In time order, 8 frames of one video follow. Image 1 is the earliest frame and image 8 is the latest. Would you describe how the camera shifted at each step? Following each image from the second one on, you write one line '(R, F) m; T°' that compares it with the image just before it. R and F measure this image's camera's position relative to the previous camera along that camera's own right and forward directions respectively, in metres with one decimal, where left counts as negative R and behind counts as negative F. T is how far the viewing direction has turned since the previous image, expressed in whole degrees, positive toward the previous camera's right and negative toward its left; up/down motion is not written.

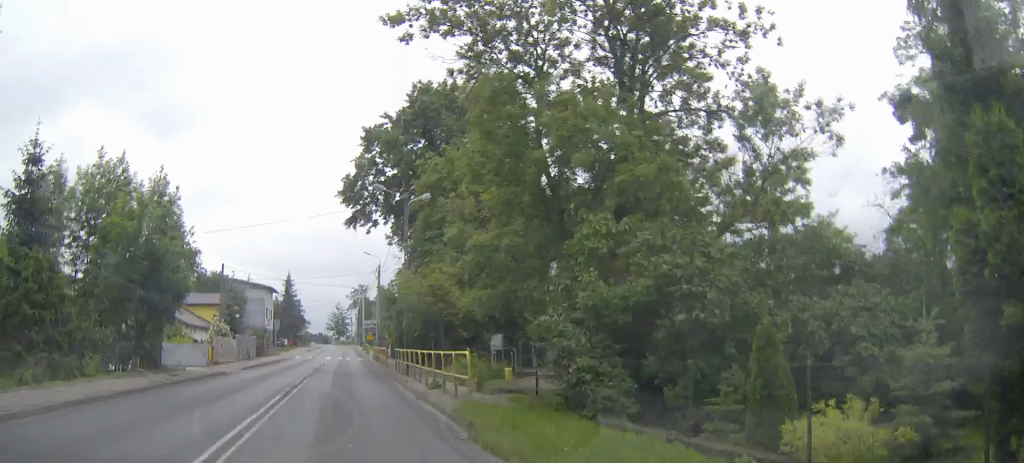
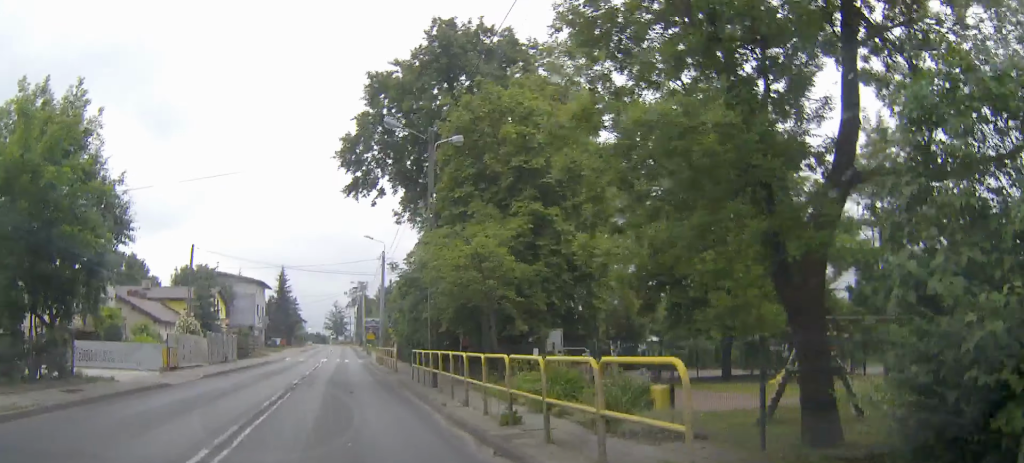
(0.0, +9.6) m; 0°
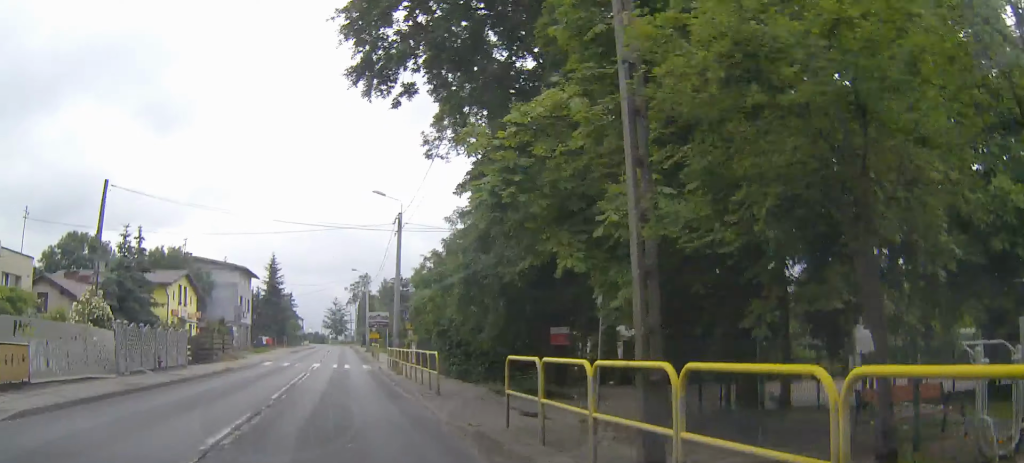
(-0.1, +16.1) m; 0°
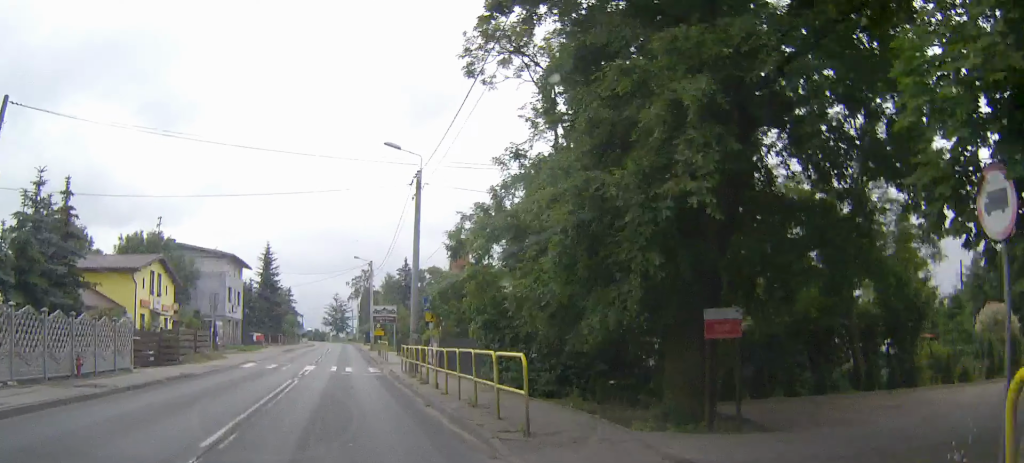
(0.0, +9.6) m; 0°
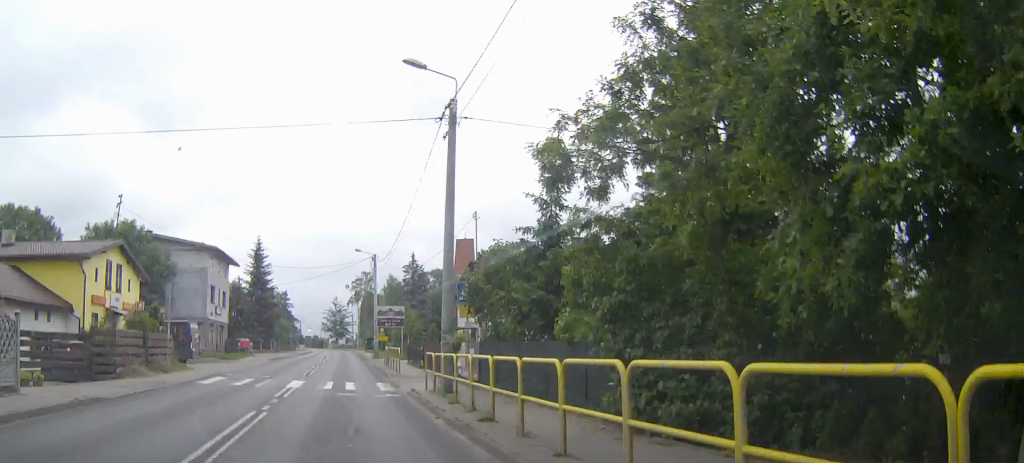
(0.0, +9.5) m; 0°
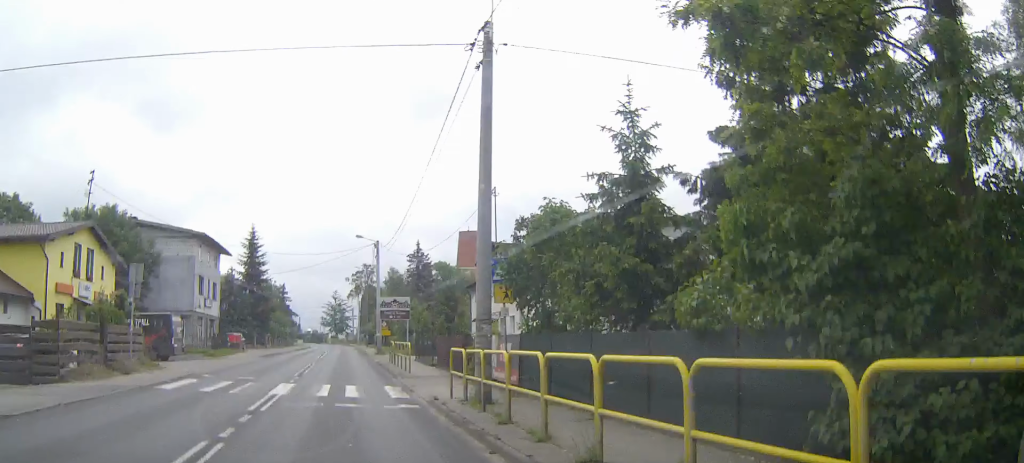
(-0.1, +5.2) m; 0°
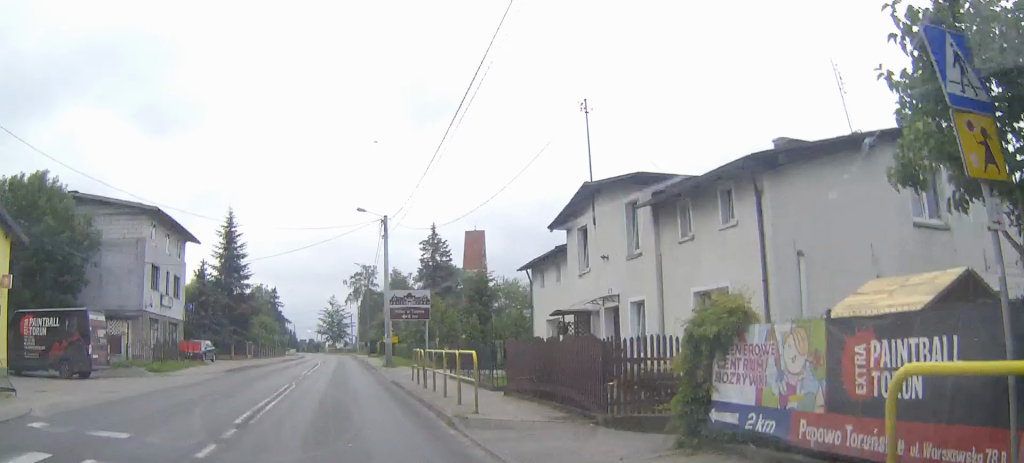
(+0.1, +14.7) m; +1°
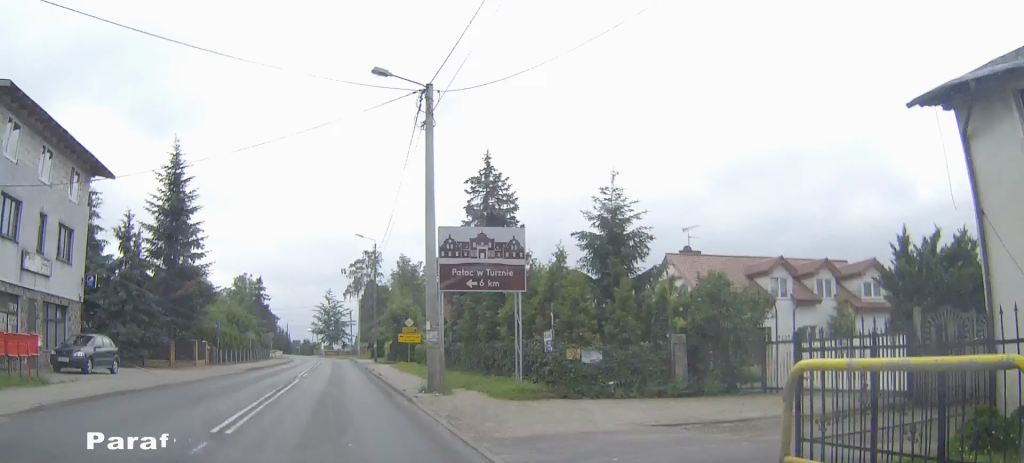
(0.0, +21.7) m; 0°
